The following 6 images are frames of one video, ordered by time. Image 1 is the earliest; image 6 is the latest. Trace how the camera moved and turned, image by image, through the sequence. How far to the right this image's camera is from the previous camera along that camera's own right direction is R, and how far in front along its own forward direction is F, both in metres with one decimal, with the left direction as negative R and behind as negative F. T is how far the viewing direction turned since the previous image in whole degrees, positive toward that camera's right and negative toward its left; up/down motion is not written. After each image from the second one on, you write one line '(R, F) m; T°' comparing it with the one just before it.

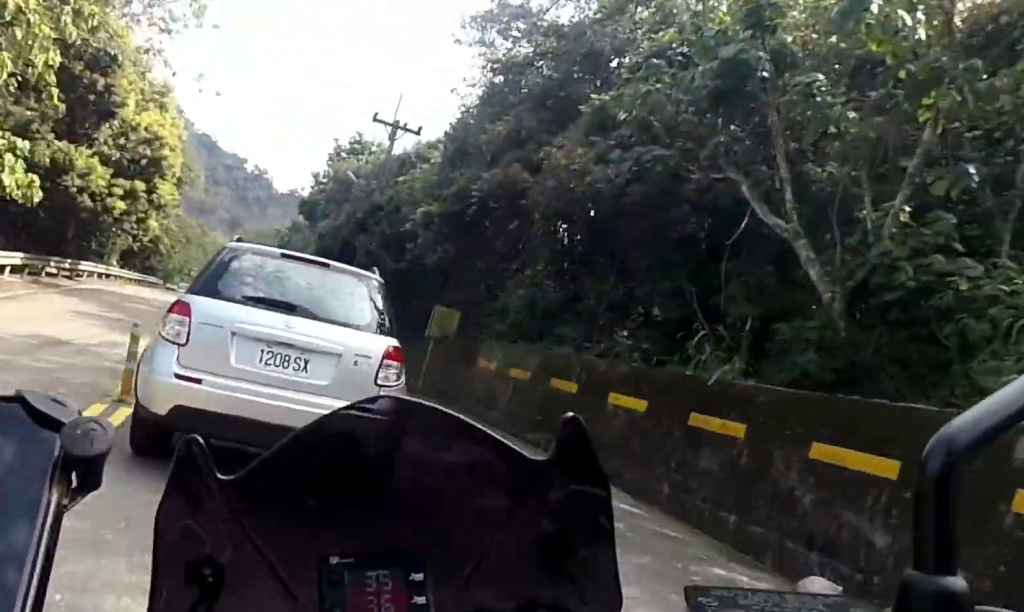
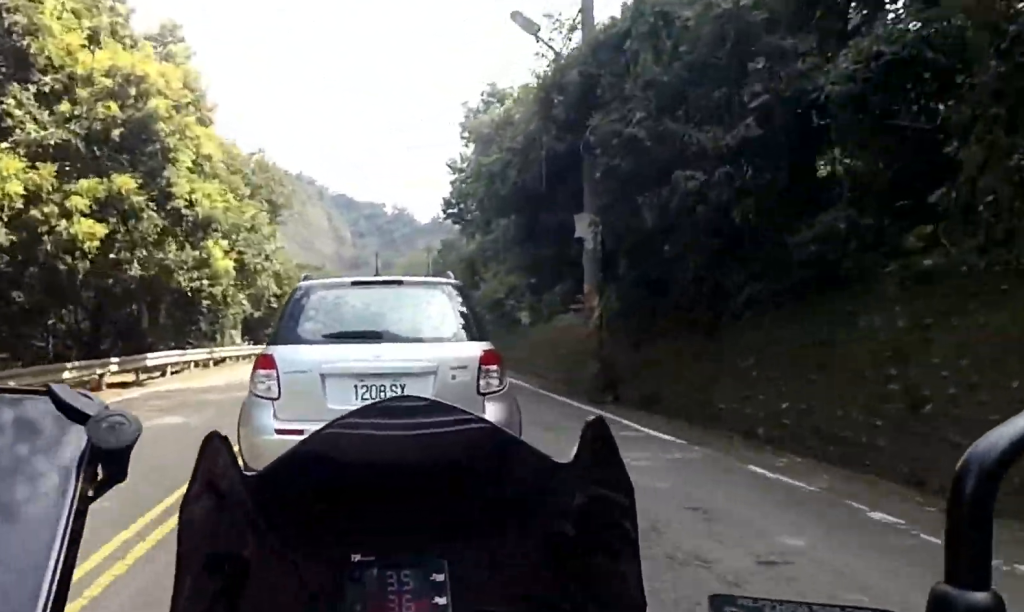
(-0.8, +14.9) m; -6°
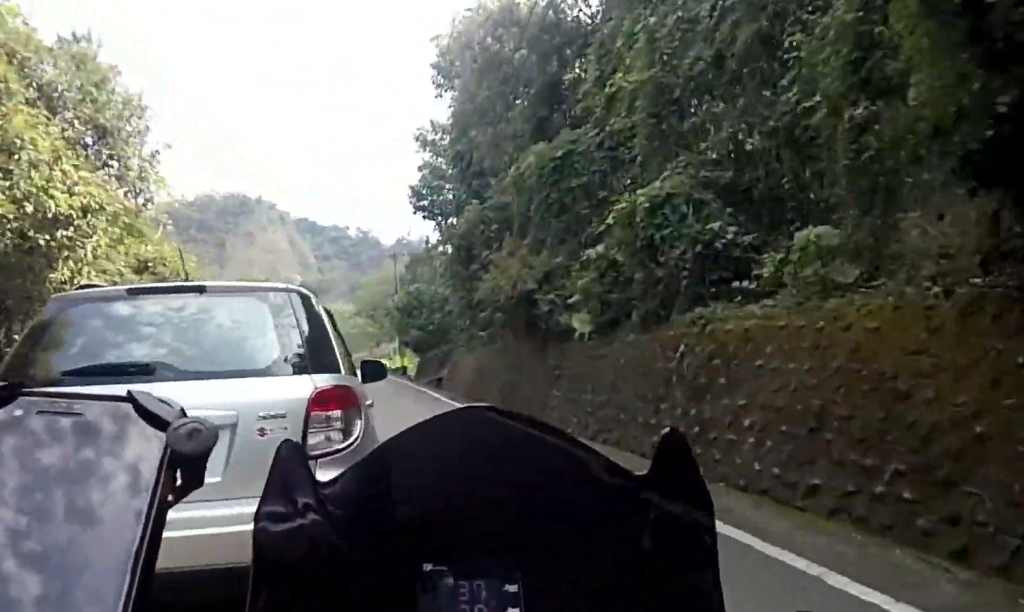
(-0.4, +13.6) m; -2°
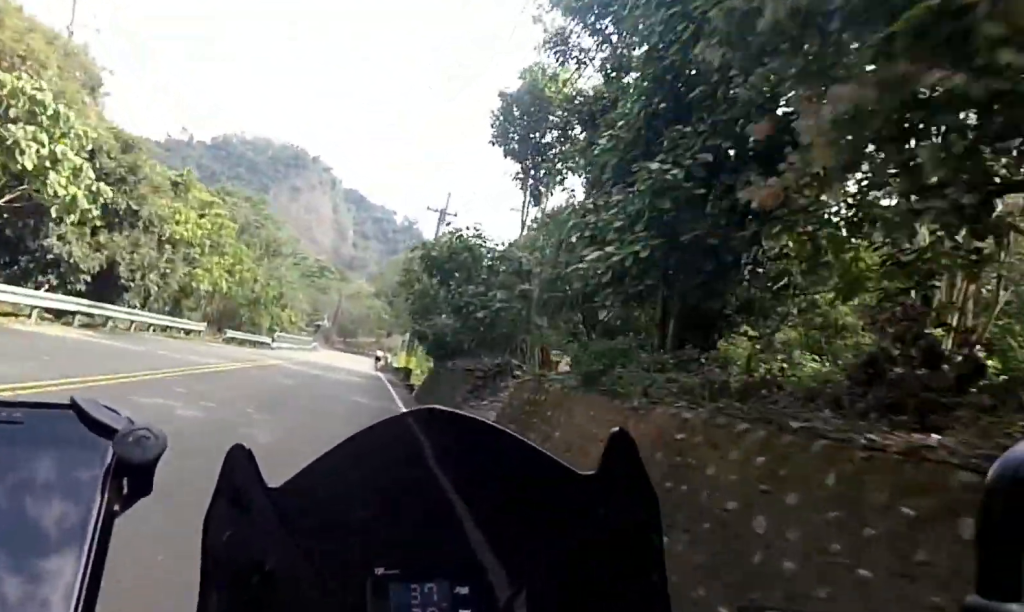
(0.0, +17.0) m; +2°
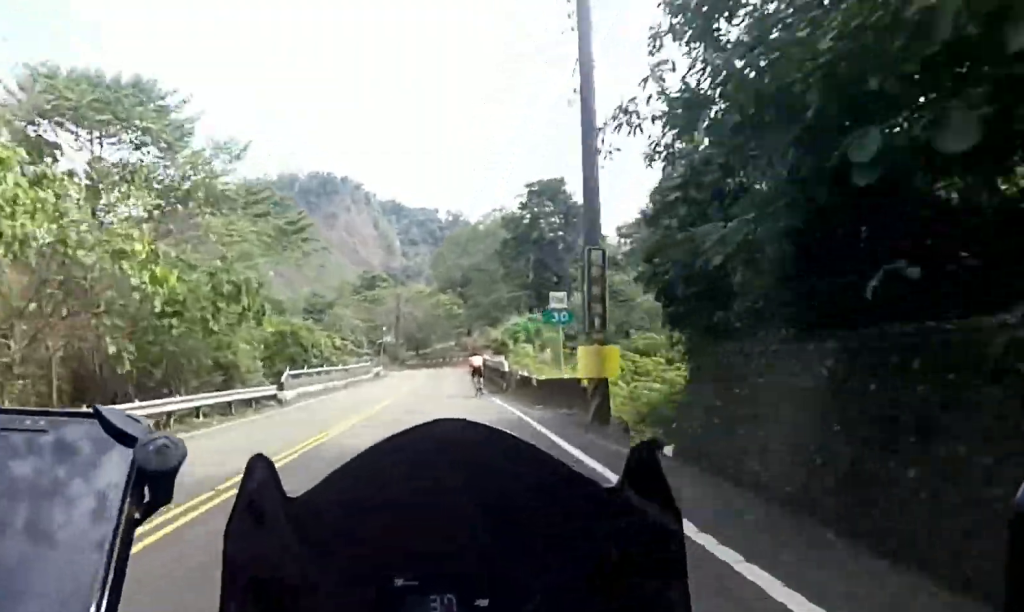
(+1.0, +22.5) m; -2°
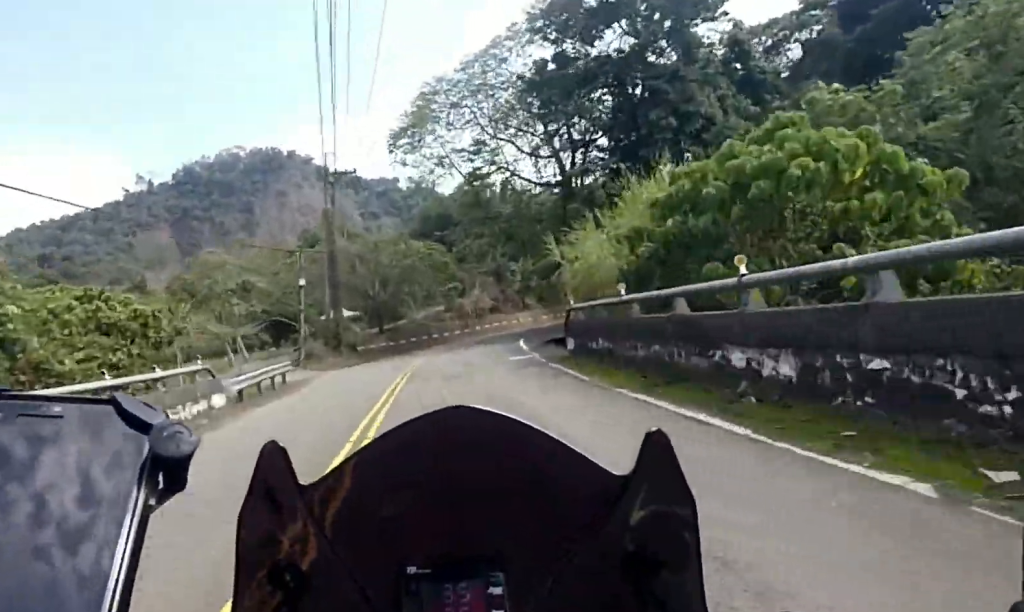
(-0.7, +31.8) m; +8°
